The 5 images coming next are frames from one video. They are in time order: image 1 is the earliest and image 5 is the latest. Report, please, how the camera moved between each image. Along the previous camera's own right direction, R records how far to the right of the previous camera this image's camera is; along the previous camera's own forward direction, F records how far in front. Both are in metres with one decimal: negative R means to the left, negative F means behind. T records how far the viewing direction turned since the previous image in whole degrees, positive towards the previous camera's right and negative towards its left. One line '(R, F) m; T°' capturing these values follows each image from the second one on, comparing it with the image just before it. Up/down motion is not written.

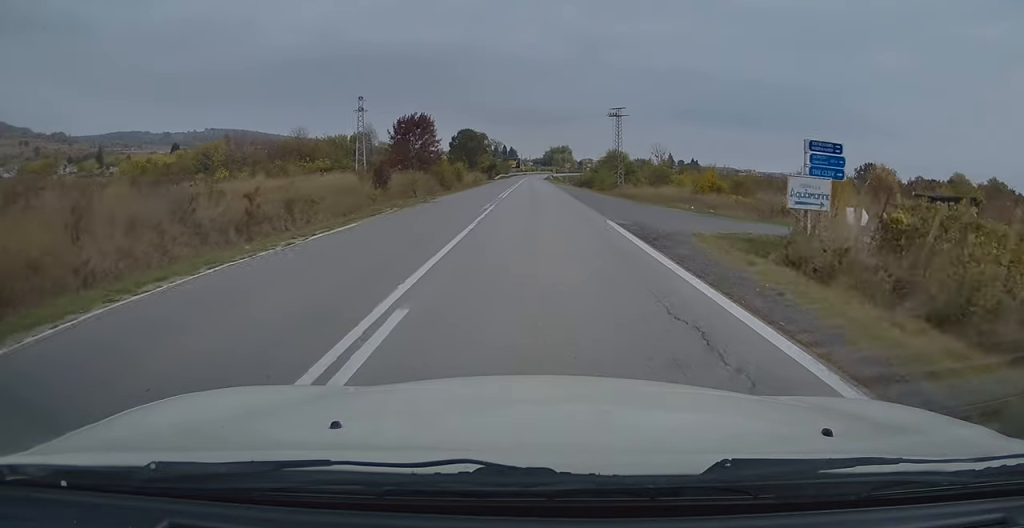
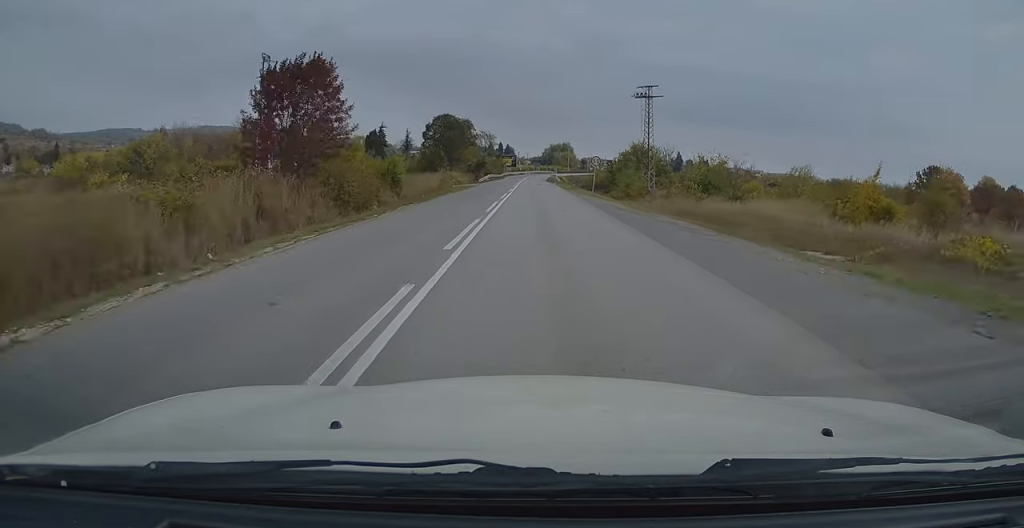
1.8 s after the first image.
(-0.2, +29.0) m; -1°
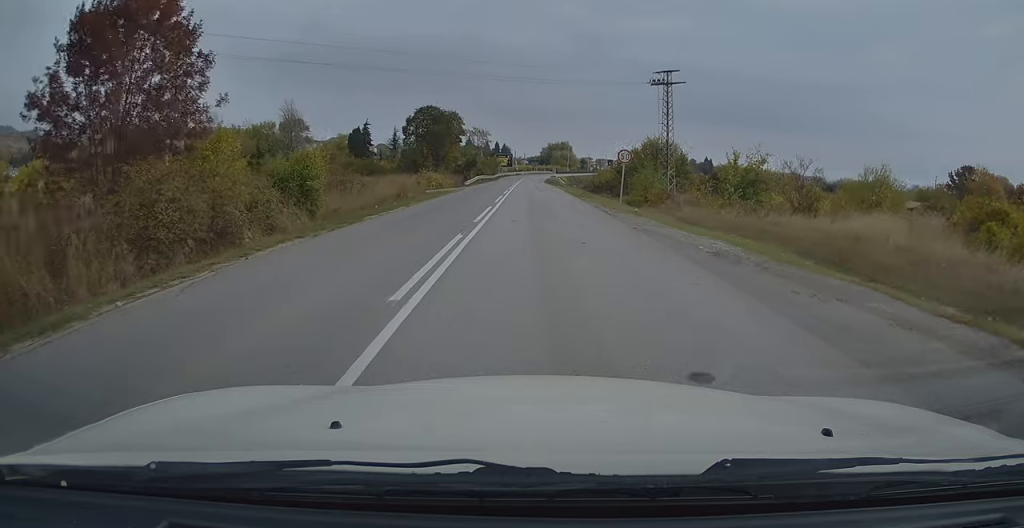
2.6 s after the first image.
(-0.2, +12.9) m; 0°
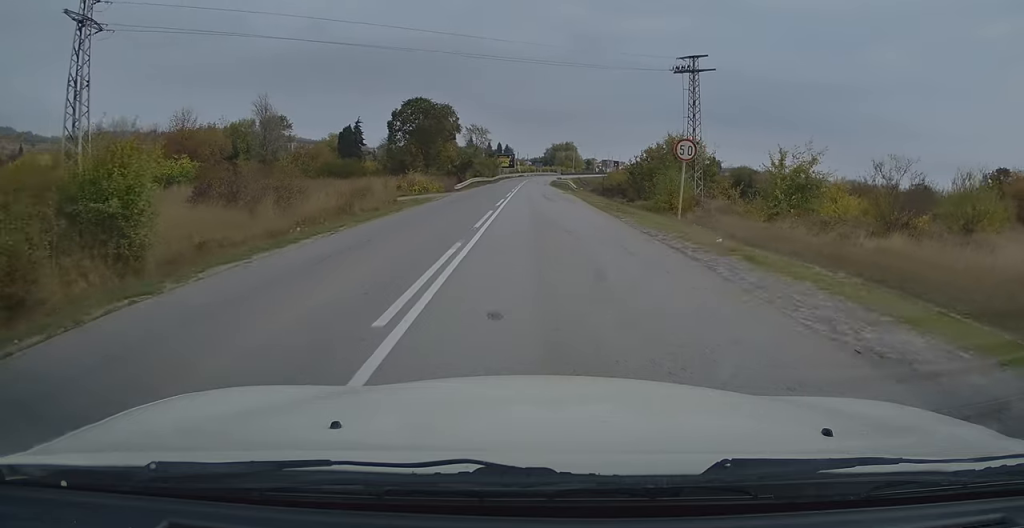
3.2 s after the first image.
(+0.2, +10.0) m; +1°
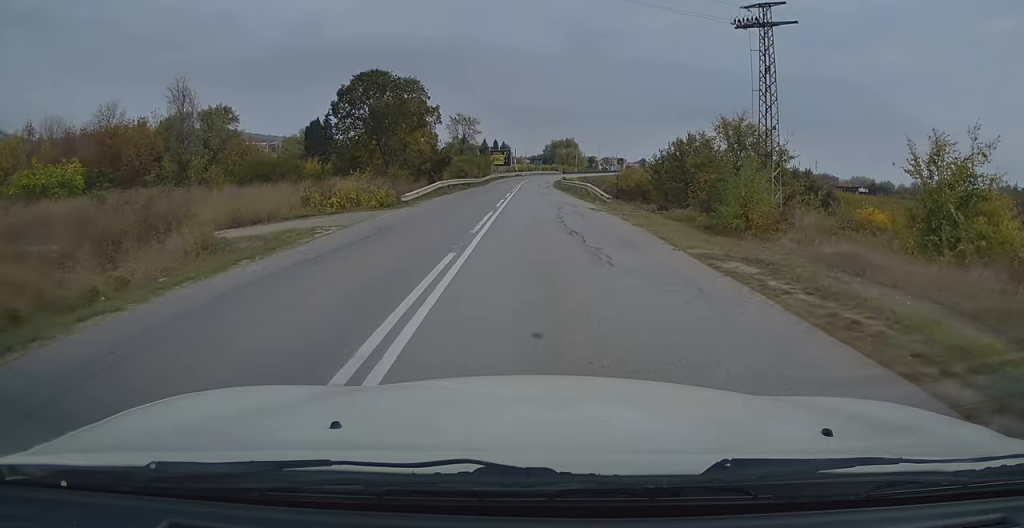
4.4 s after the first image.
(+0.1, +19.3) m; 0°
